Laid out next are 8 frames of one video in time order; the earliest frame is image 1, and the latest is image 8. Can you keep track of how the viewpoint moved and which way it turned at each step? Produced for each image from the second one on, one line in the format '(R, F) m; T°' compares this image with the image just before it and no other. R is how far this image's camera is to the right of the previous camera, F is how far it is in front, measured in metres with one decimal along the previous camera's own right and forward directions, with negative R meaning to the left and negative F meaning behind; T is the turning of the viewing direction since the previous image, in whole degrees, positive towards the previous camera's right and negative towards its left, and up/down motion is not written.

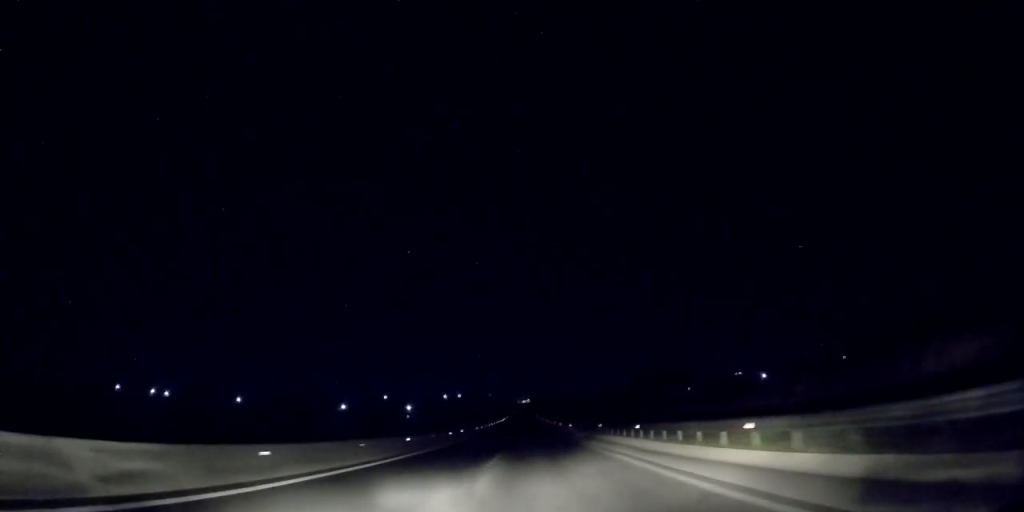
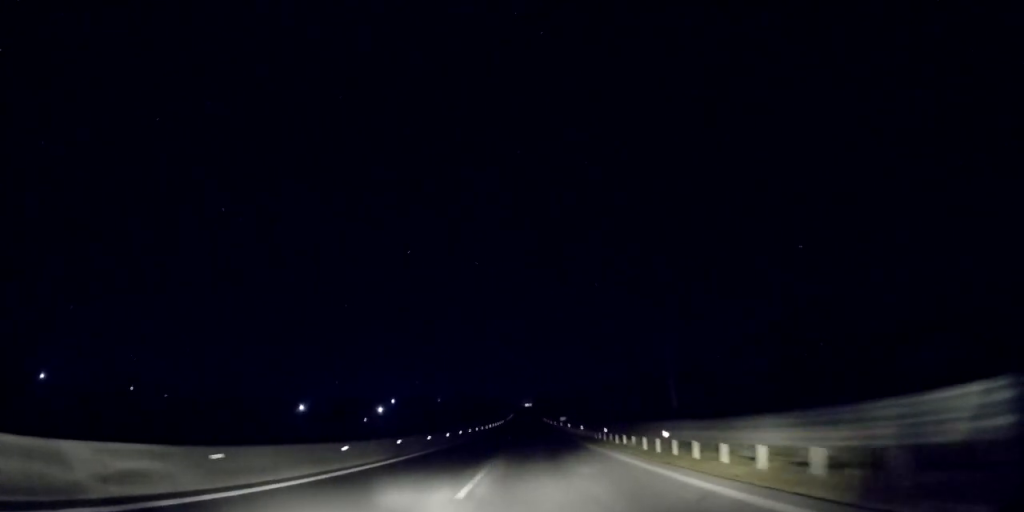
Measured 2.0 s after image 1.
(+0.7, +58.0) m; +1°
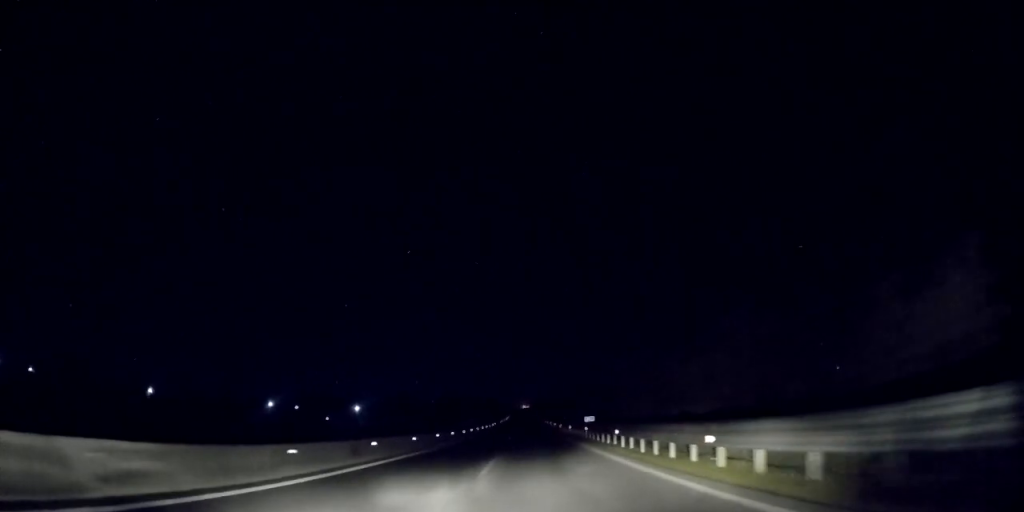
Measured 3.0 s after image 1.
(-0.1, +28.0) m; -1°
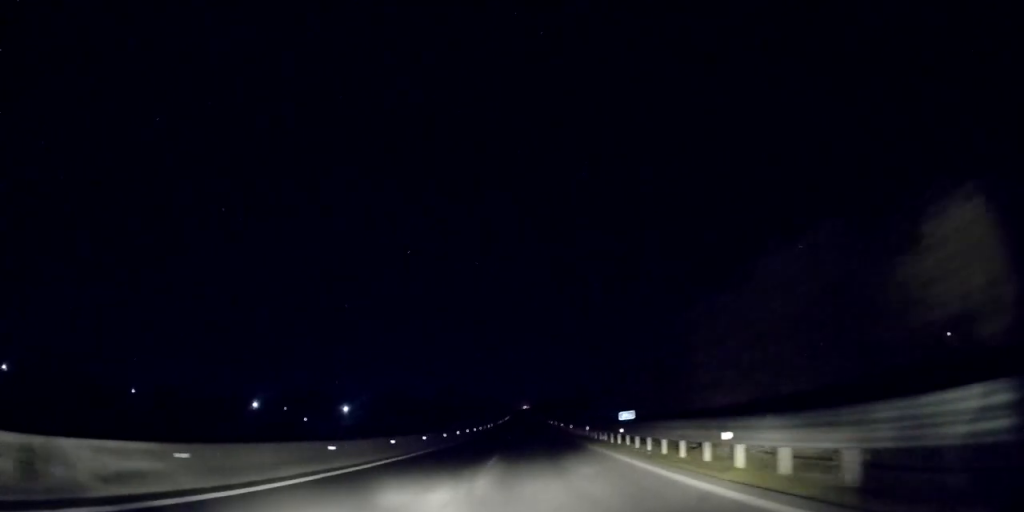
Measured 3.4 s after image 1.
(-0.2, +13.1) m; 0°
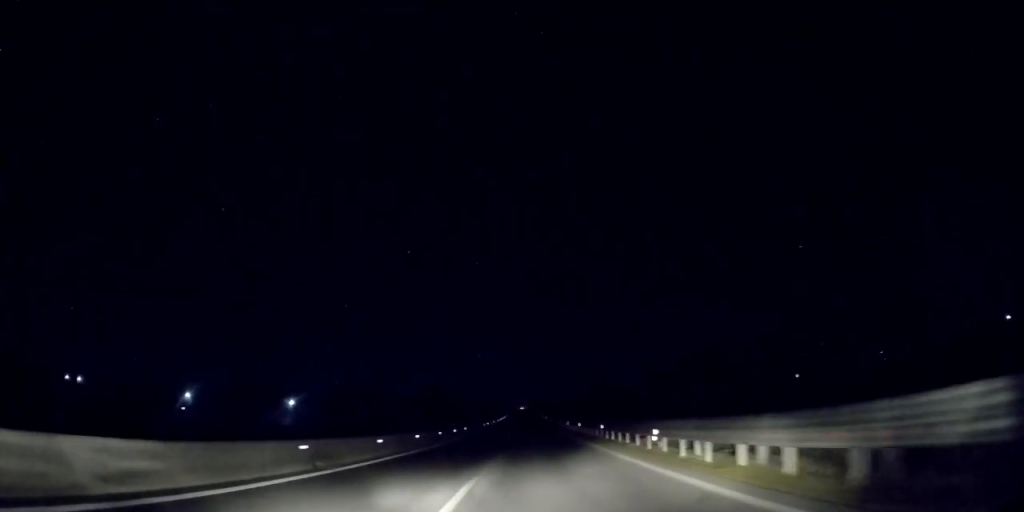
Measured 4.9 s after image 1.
(+0.3, +42.7) m; +1°
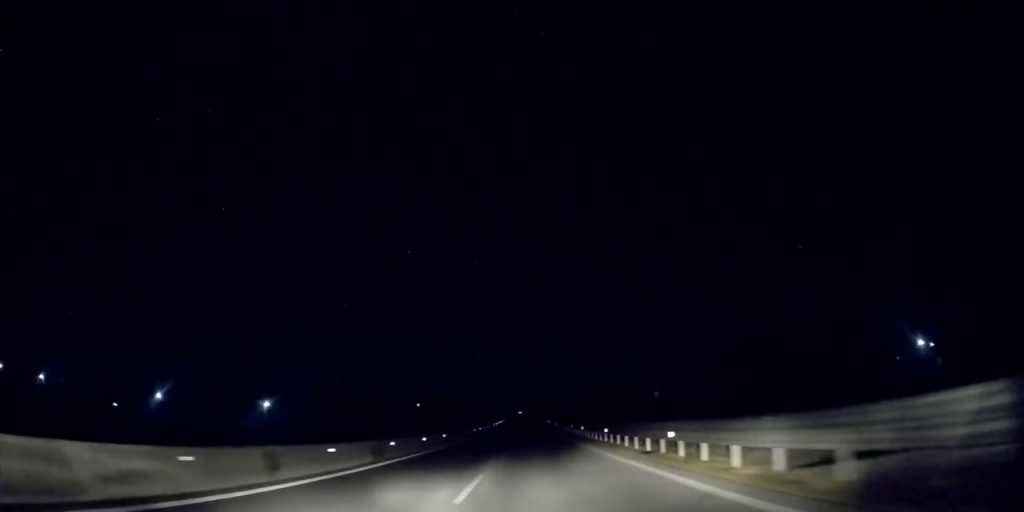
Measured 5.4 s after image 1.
(0.0, +13.6) m; 0°
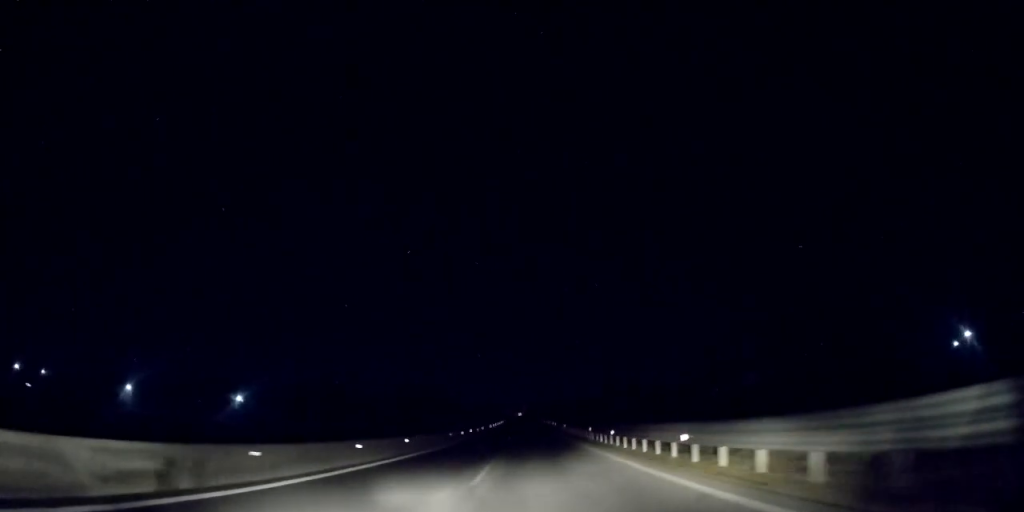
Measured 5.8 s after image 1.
(0.0, +13.1) m; 0°
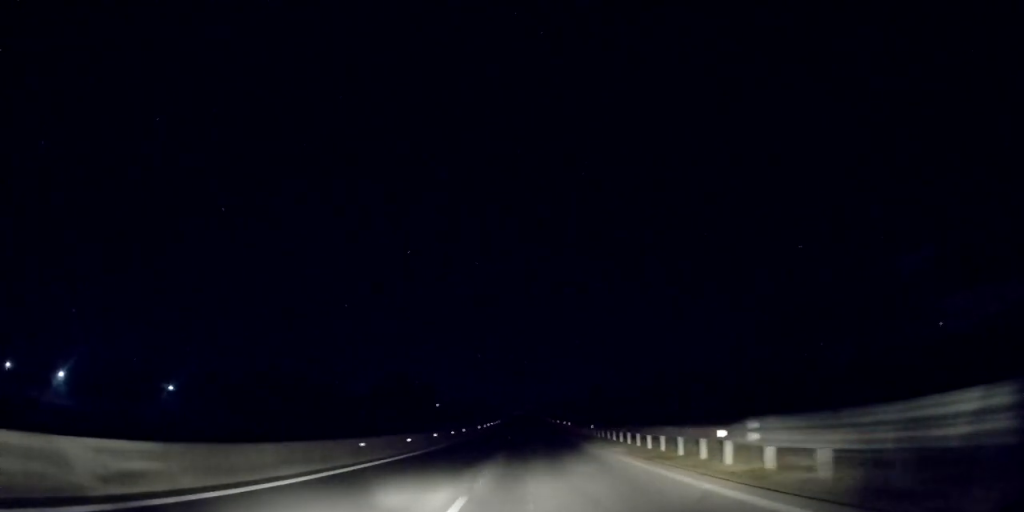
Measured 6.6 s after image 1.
(+0.1, +23.8) m; -1°
